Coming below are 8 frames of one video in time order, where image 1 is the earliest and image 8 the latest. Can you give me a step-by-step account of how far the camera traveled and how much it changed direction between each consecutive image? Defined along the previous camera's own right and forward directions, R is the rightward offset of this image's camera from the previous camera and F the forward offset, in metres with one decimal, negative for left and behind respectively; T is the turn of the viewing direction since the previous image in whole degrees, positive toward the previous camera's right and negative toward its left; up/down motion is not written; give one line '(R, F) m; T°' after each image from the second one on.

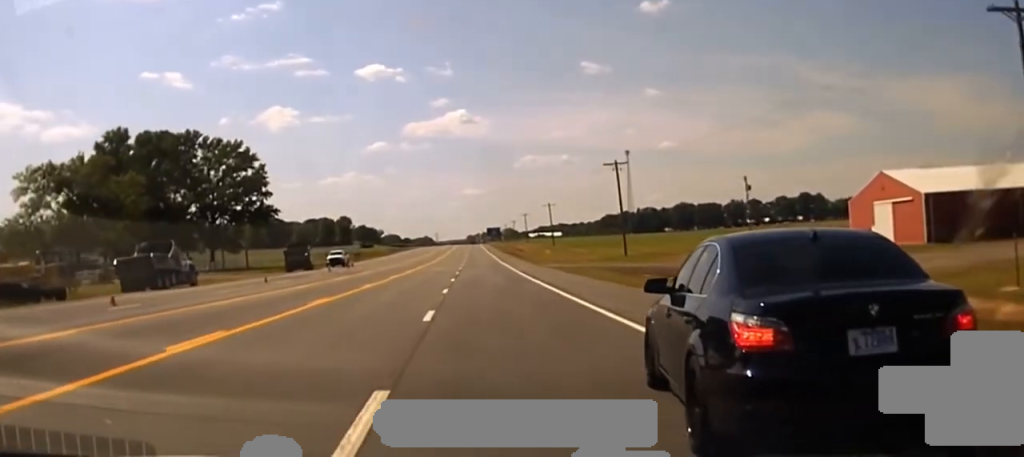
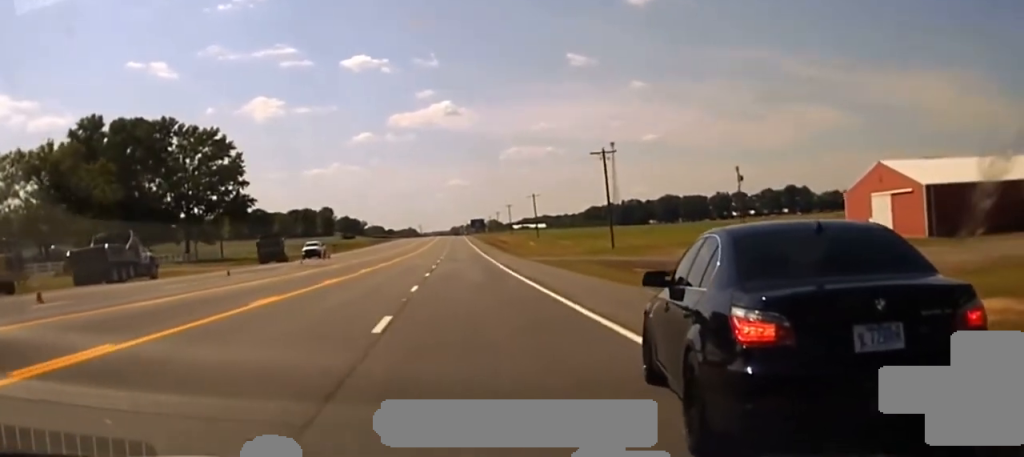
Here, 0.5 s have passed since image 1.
(0.0, +3.1) m; 0°
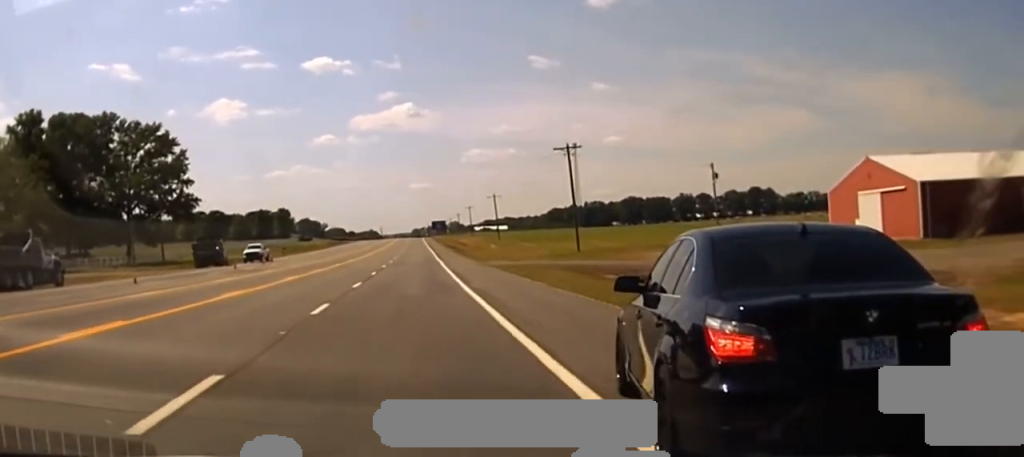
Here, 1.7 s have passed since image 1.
(0.0, +6.2) m; +1°
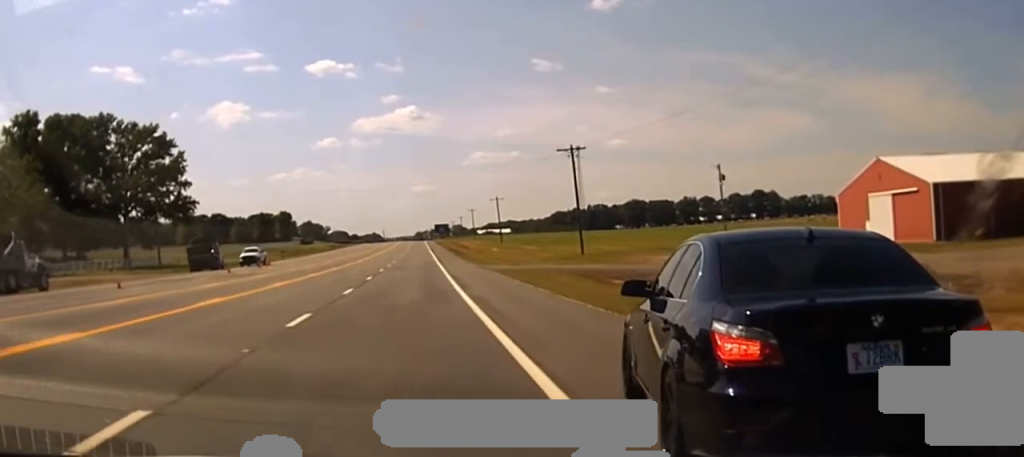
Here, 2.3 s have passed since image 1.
(0.0, +2.1) m; +1°
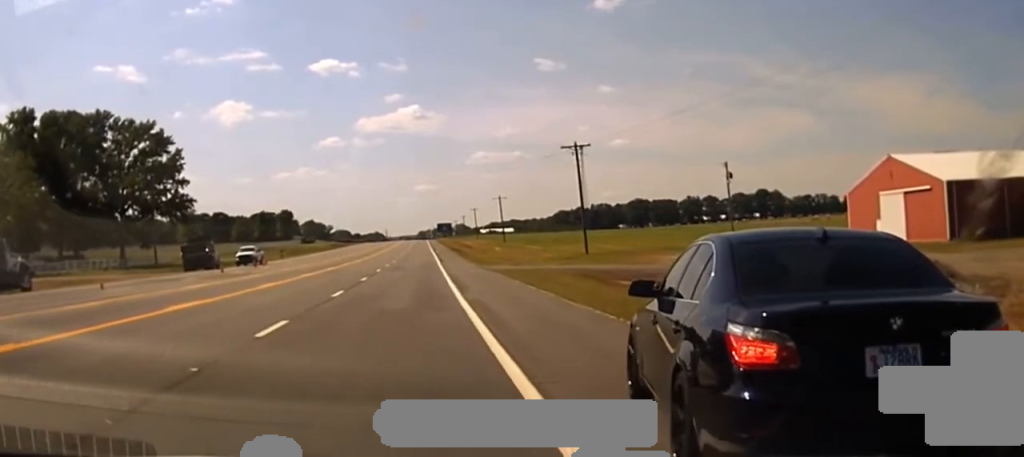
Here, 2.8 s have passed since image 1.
(0.0, +1.7) m; +2°
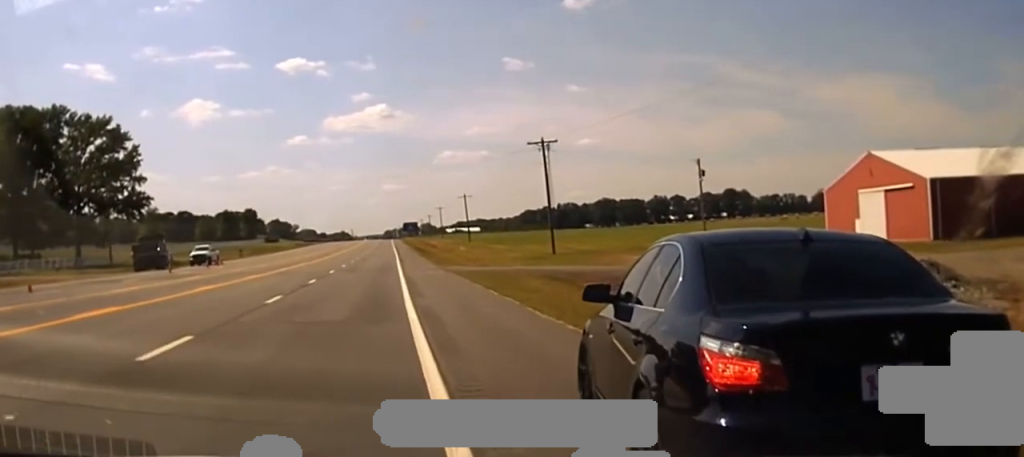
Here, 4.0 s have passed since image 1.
(+0.1, +3.0) m; +6°
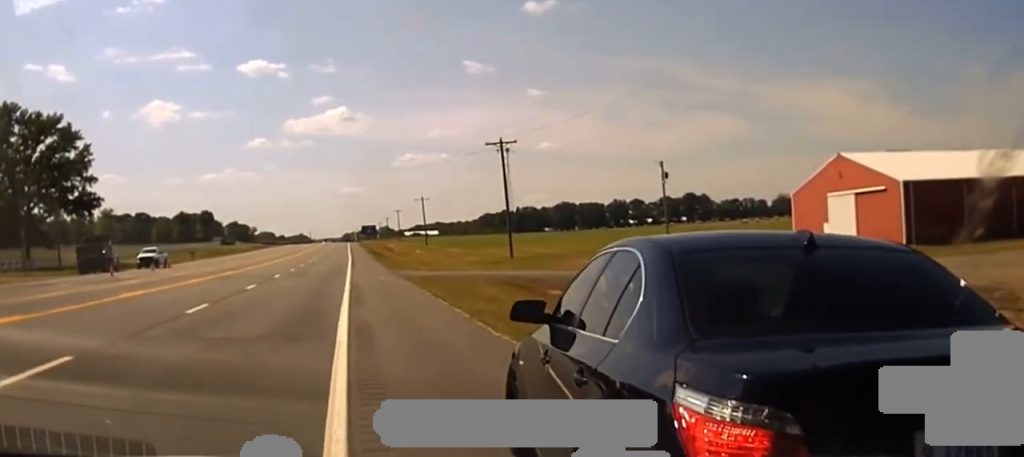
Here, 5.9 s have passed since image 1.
(0.0, +1.8) m; 0°
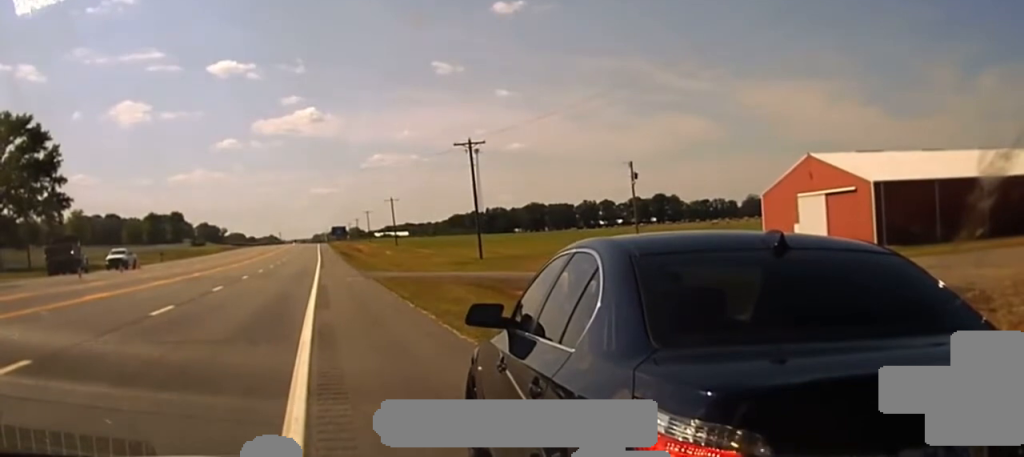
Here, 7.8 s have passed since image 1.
(-0.2, +0.6) m; 0°
